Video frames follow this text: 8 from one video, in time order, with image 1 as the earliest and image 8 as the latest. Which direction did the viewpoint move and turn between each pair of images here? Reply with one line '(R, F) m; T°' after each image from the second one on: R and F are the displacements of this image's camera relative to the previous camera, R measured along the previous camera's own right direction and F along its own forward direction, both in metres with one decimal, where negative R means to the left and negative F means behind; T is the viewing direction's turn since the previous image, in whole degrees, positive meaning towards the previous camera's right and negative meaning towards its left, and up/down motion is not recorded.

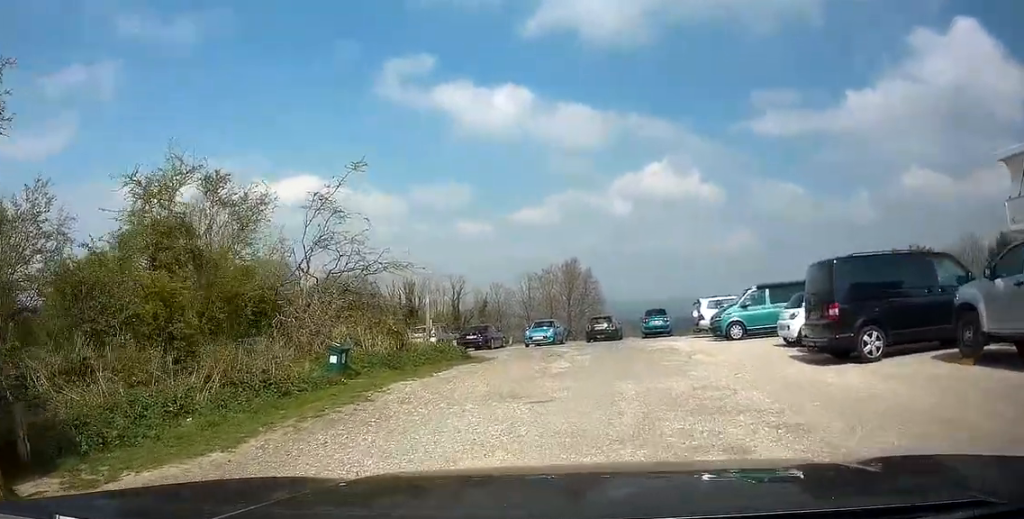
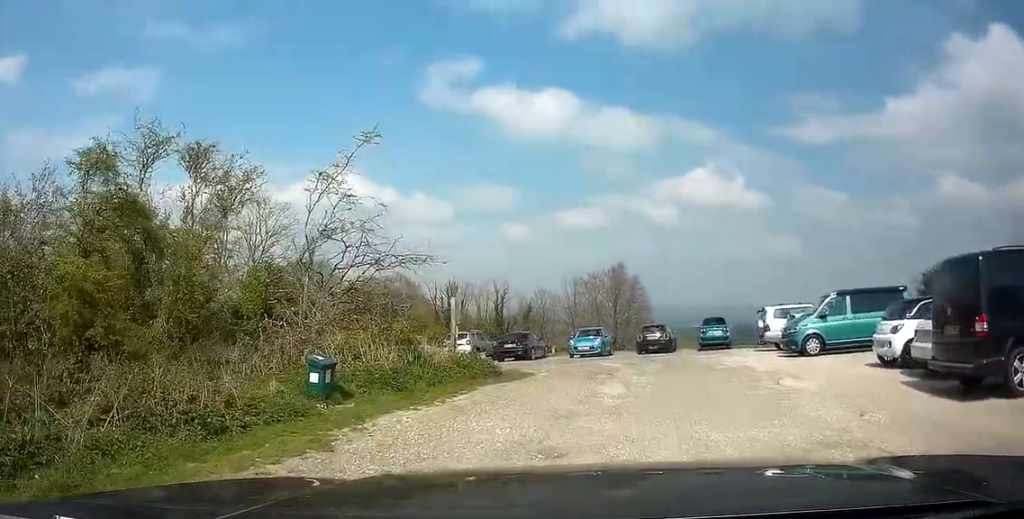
(+0.4, +6.6) m; +4°
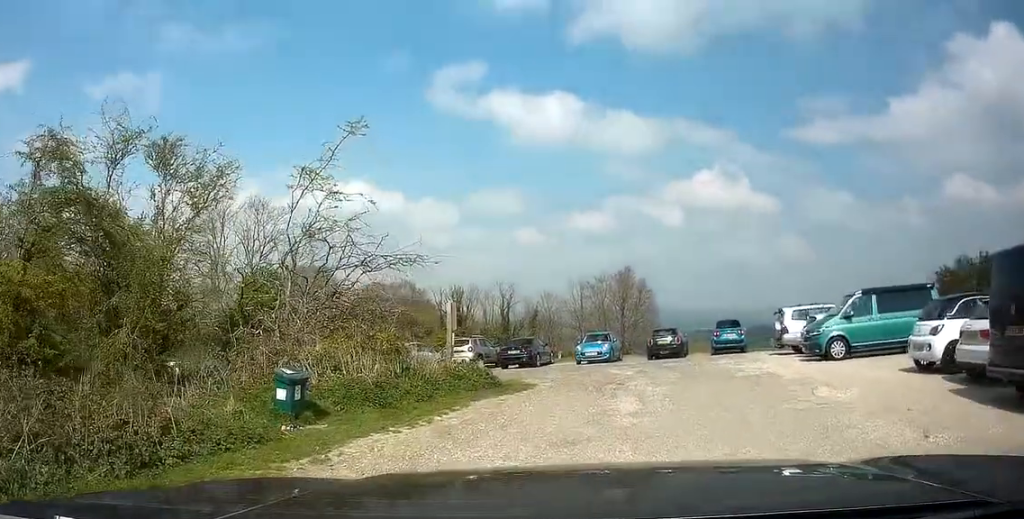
(+0.1, +2.9) m; 0°
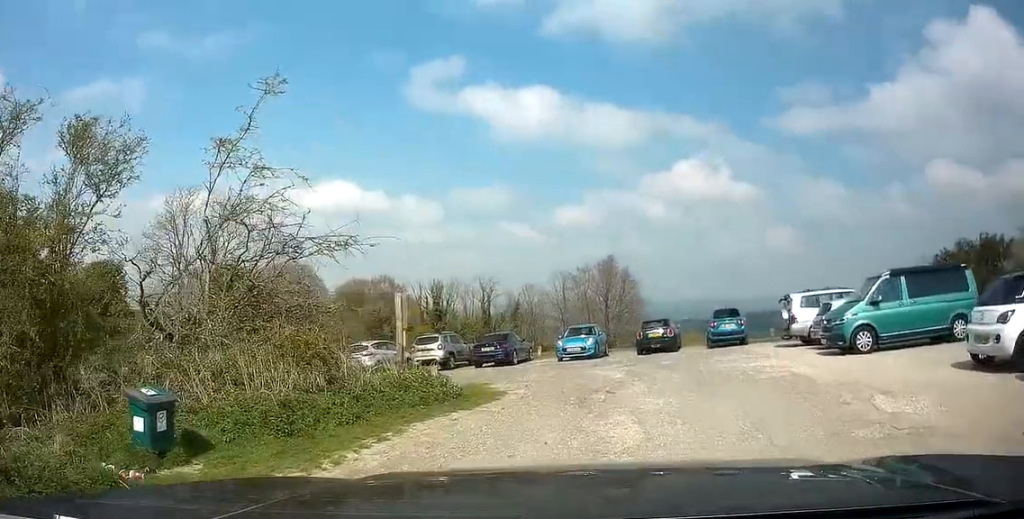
(-0.2, +5.4) m; -1°
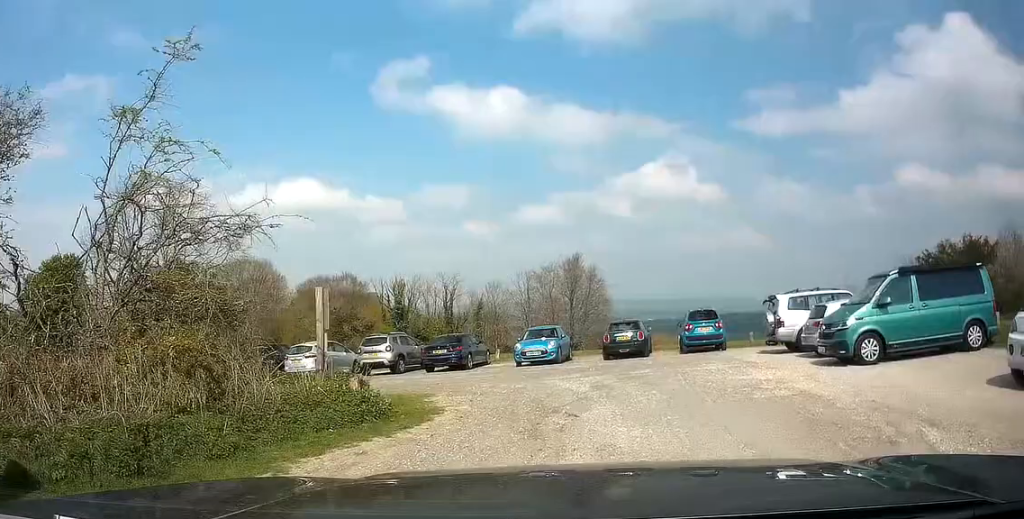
(+0.1, +4.0) m; -3°
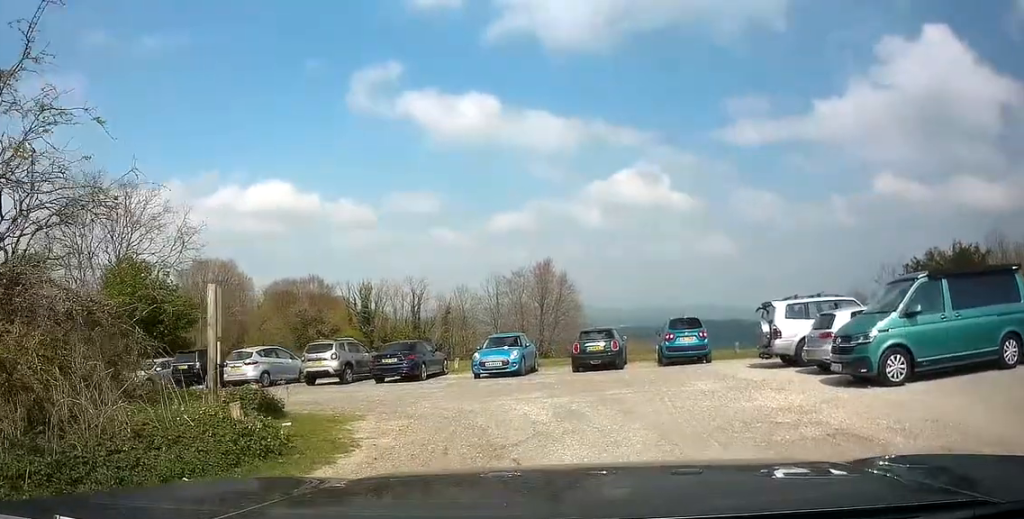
(-0.2, +4.4) m; -4°
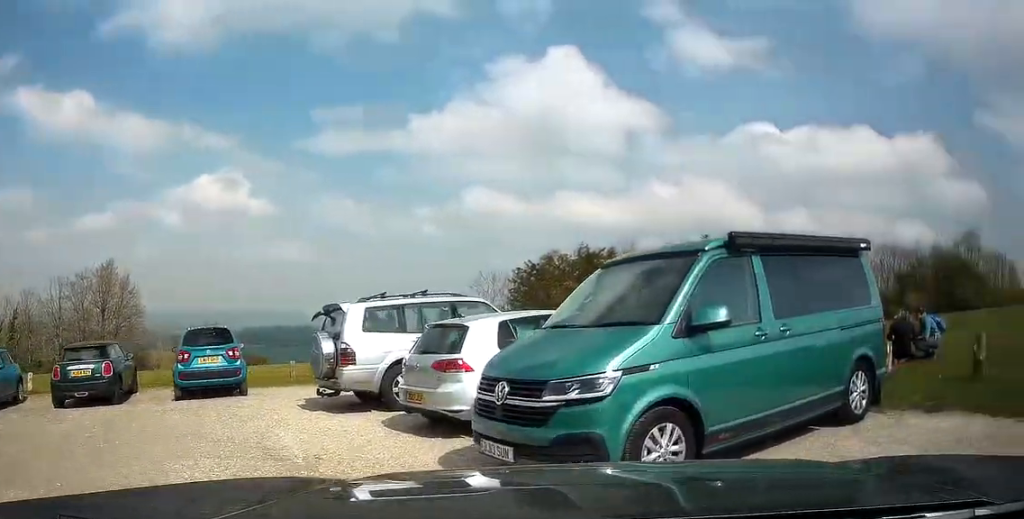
(+0.7, +12.2) m; +19°
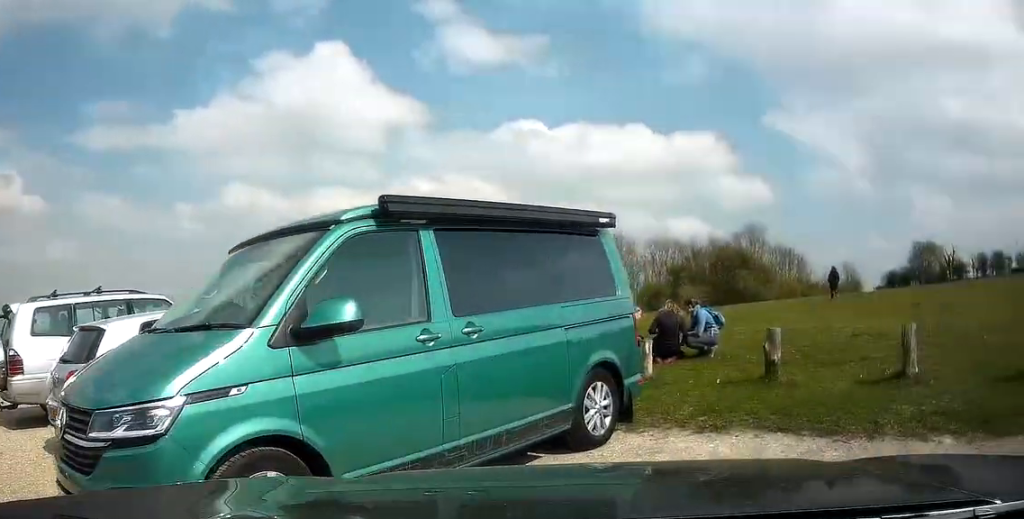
(+0.4, +3.4) m; +19°
